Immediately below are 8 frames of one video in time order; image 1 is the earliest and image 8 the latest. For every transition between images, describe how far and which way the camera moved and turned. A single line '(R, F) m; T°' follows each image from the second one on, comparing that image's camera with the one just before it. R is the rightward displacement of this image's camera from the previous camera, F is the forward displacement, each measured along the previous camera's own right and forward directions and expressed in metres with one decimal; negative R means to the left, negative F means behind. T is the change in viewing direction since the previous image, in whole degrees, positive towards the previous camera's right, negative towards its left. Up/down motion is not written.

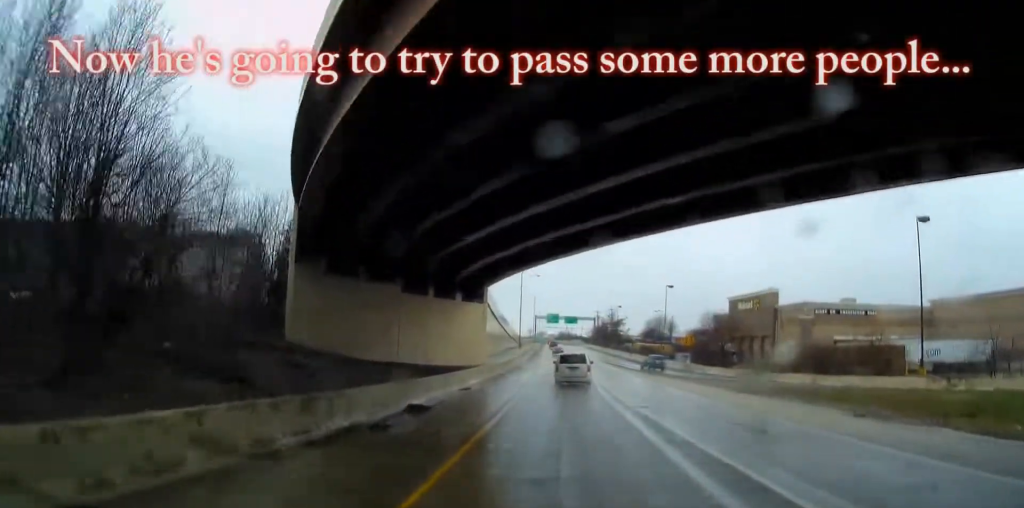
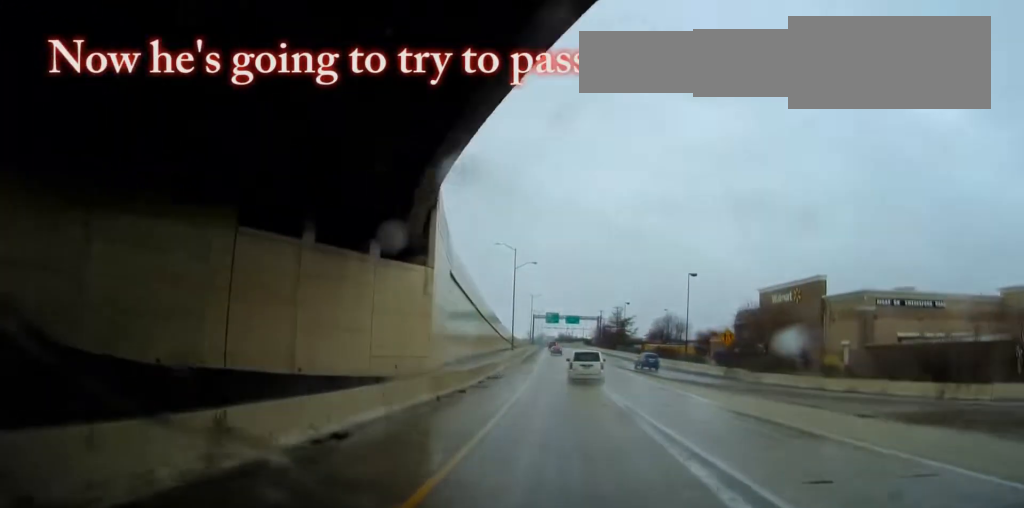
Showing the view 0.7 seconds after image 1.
(-0.1, +19.1) m; 0°
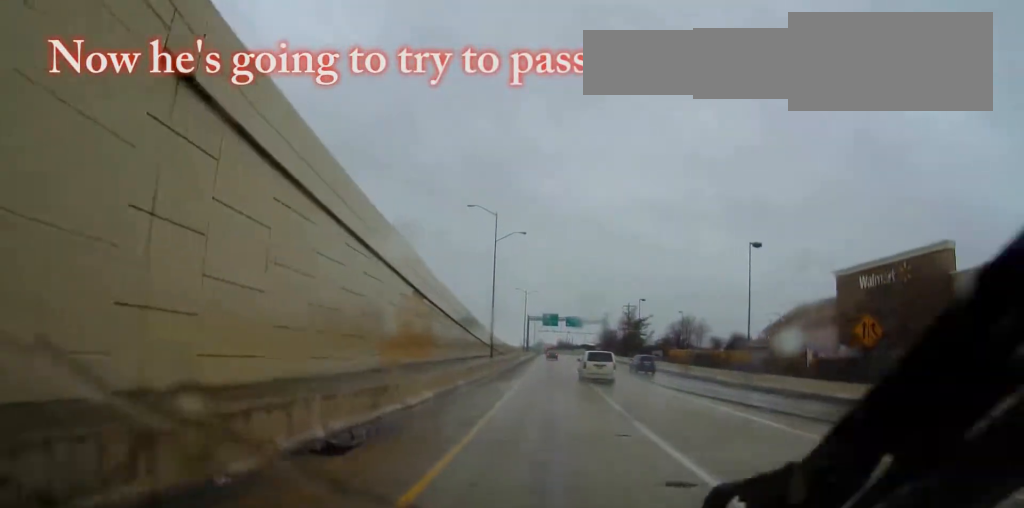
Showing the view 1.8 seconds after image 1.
(0.0, +29.3) m; 0°
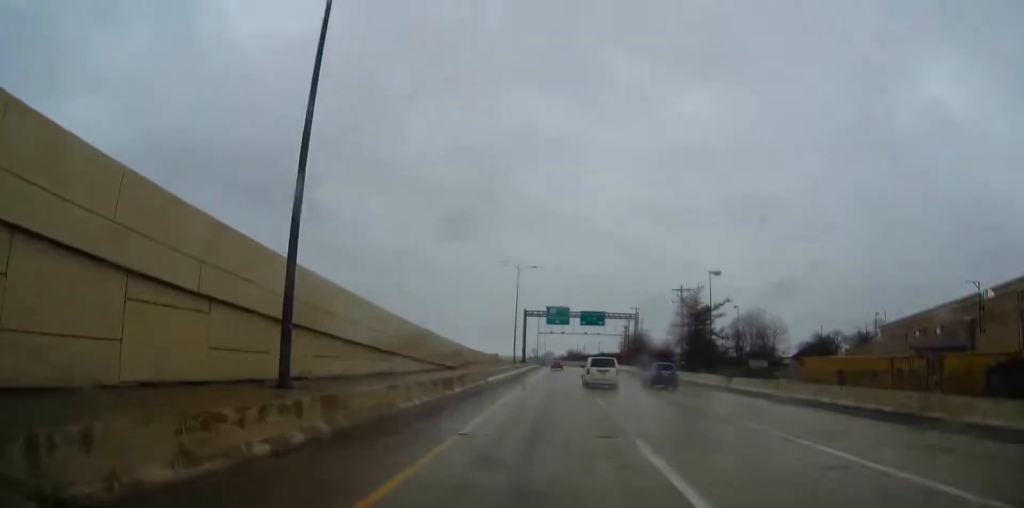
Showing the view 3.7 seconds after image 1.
(-0.5, +51.5) m; -1°
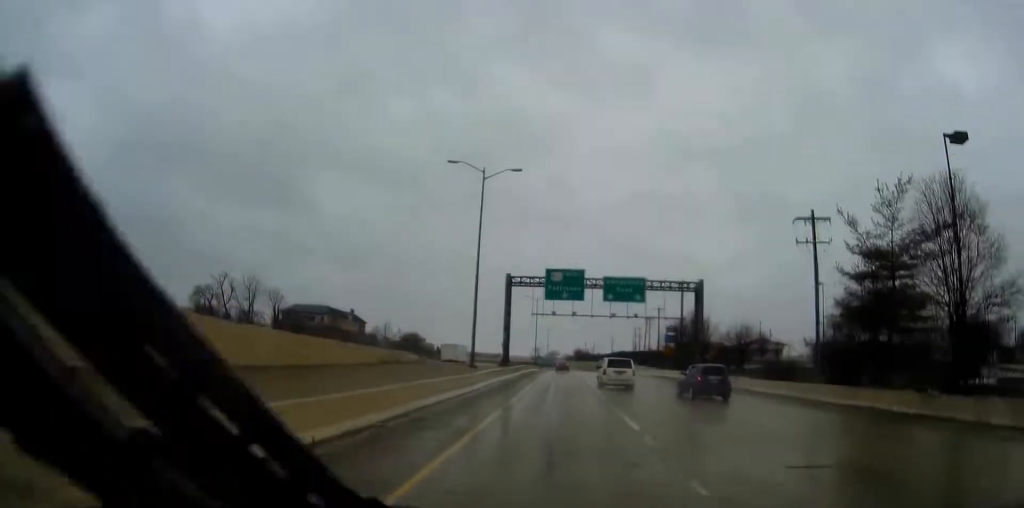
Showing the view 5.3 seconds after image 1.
(0.0, +44.6) m; 0°
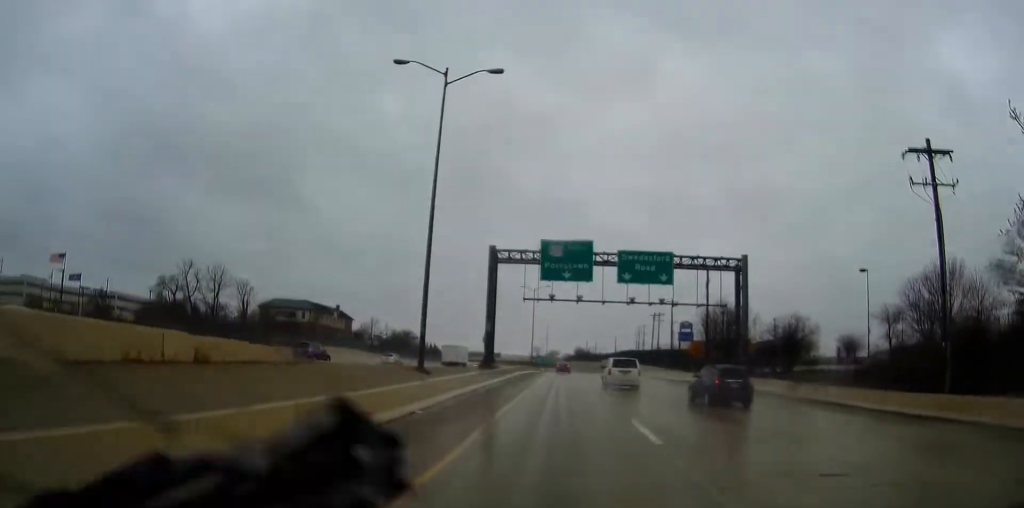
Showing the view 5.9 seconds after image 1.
(0.0, +15.0) m; 0°
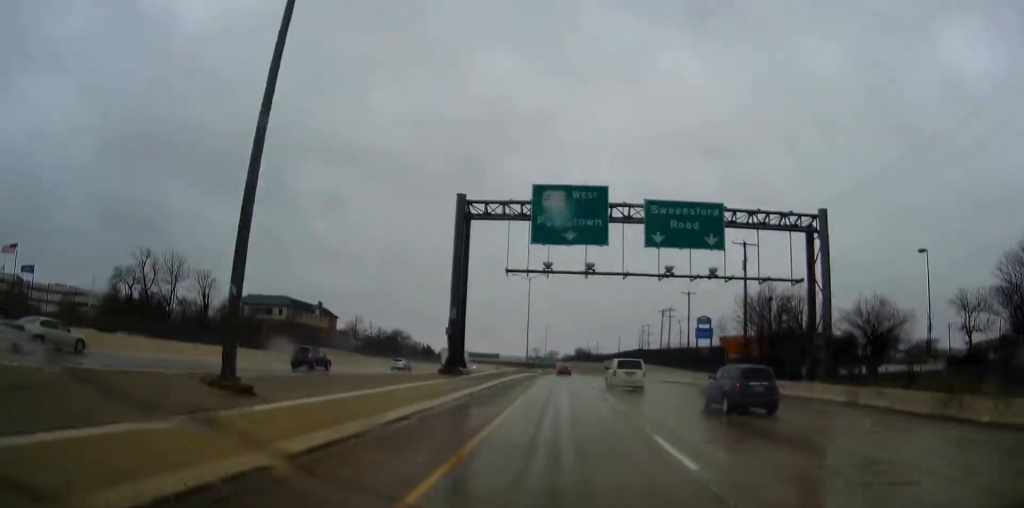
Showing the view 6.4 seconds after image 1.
(0.0, +15.0) m; 0°
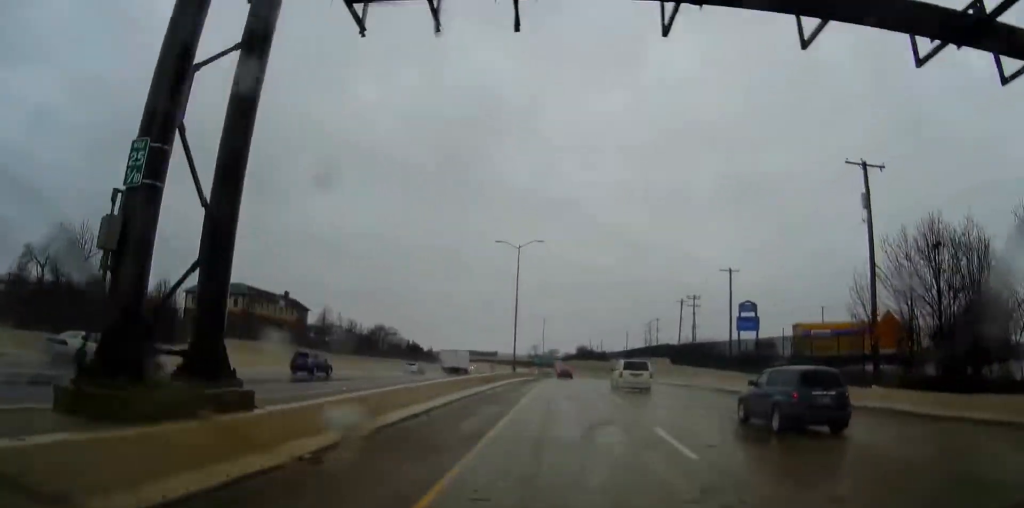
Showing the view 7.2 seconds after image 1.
(+0.2, +24.1) m; 0°
